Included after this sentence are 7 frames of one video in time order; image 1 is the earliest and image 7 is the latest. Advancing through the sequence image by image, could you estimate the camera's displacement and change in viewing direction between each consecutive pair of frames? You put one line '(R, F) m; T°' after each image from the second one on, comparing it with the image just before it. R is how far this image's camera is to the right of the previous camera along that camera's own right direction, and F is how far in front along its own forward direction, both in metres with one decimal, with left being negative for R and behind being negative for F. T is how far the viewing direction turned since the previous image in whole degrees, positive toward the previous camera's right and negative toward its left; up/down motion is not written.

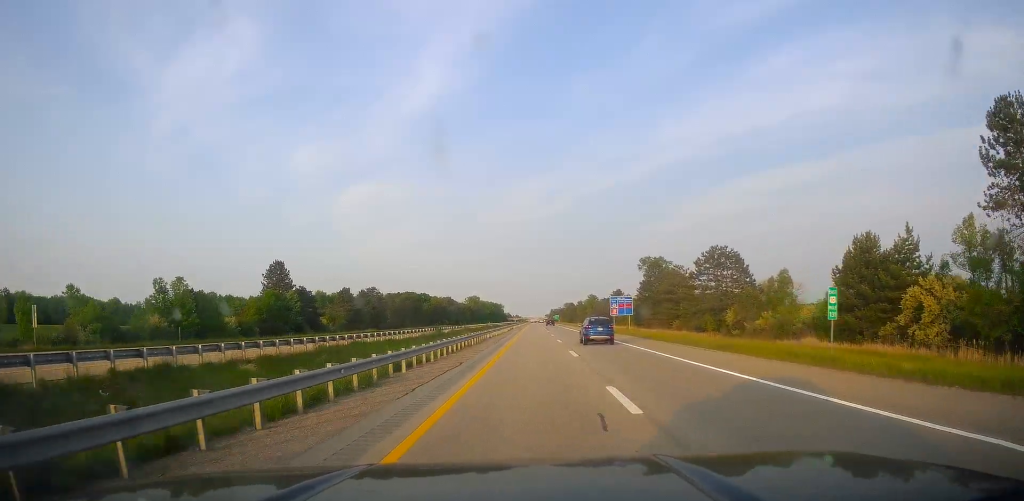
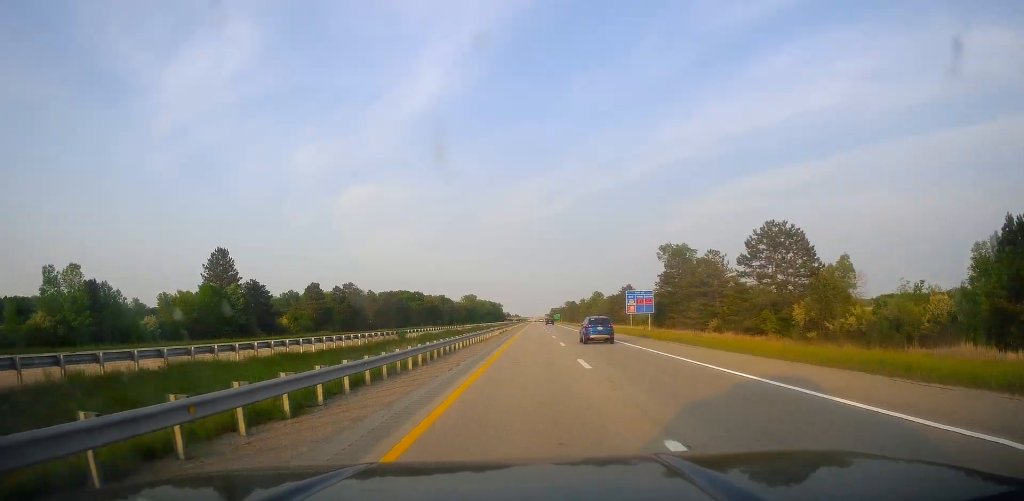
(+0.2, +21.6) m; 0°
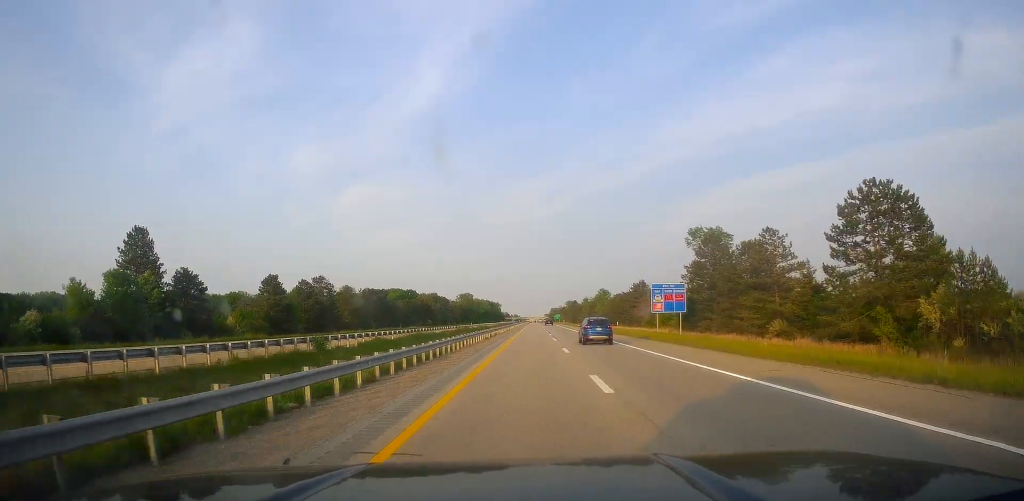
(+0.2, +21.5) m; +1°
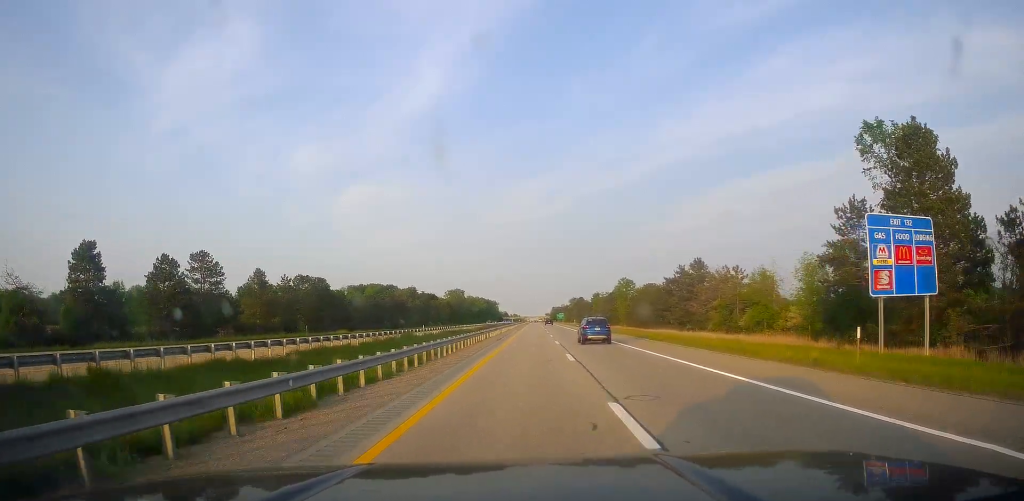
(0.0, +50.8) m; -1°
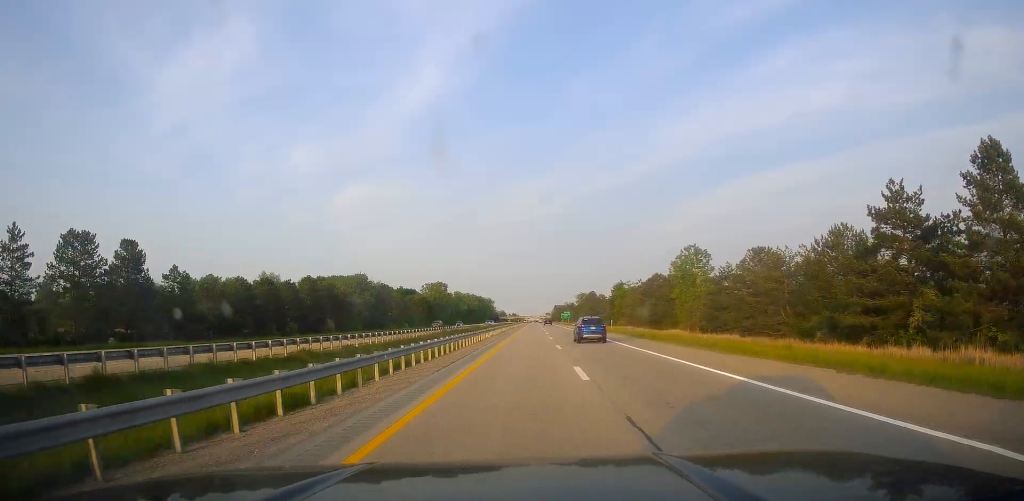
(-1.1, +67.8) m; -1°
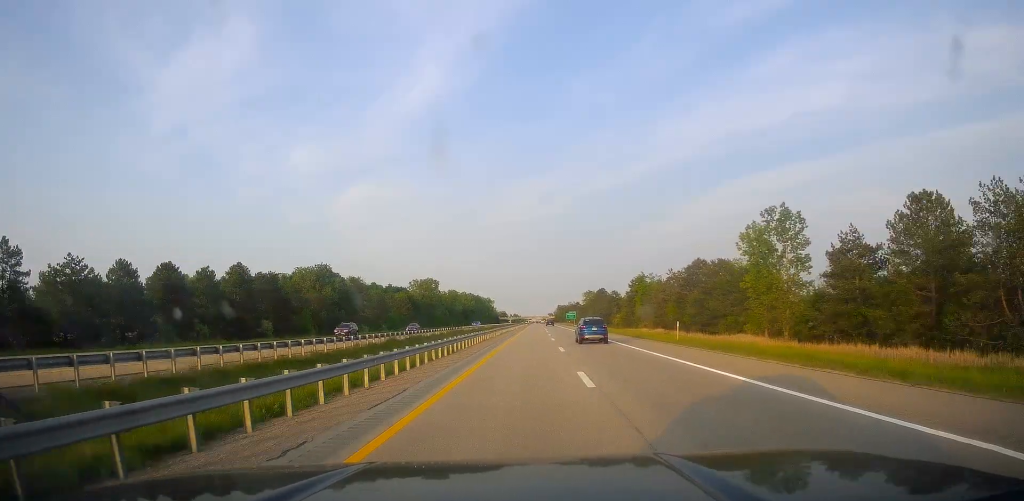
(+0.3, +31.6) m; +1°
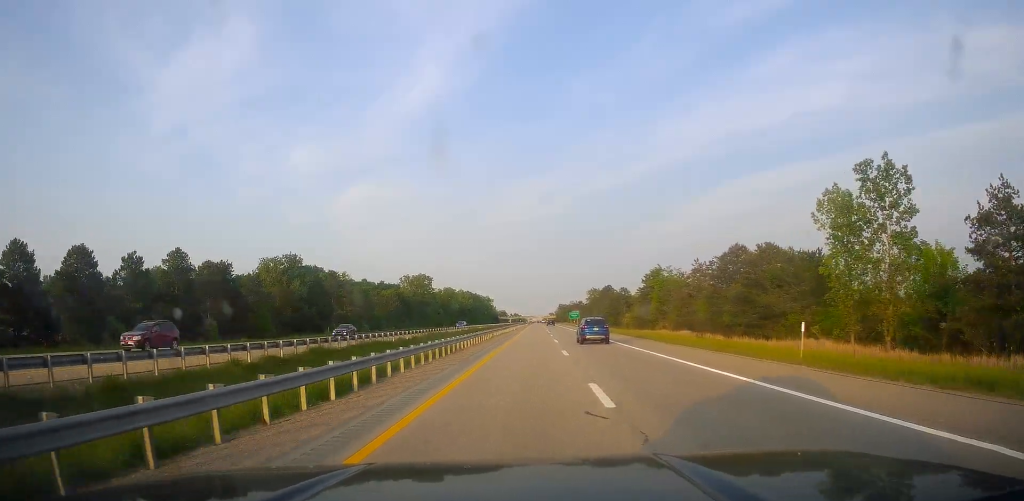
(+0.1, +18.1) m; 0°
